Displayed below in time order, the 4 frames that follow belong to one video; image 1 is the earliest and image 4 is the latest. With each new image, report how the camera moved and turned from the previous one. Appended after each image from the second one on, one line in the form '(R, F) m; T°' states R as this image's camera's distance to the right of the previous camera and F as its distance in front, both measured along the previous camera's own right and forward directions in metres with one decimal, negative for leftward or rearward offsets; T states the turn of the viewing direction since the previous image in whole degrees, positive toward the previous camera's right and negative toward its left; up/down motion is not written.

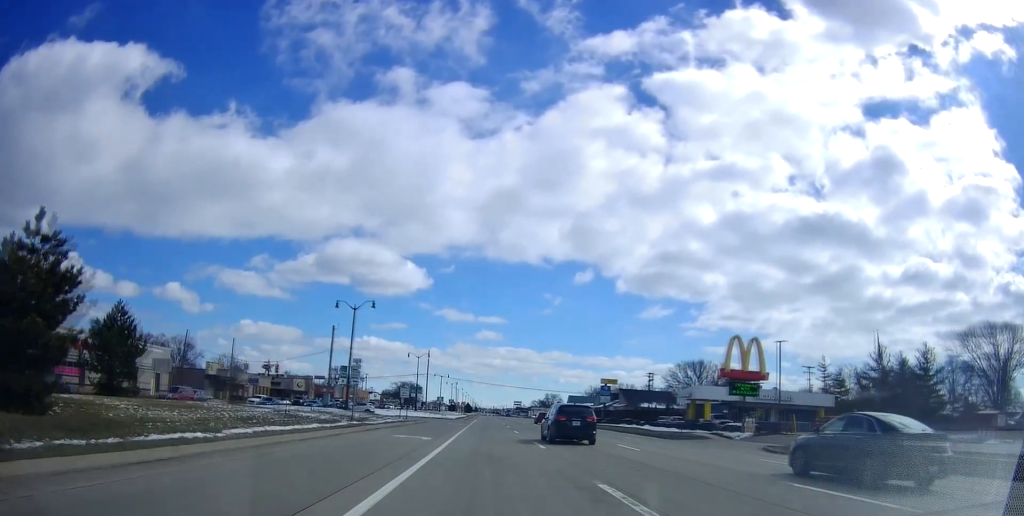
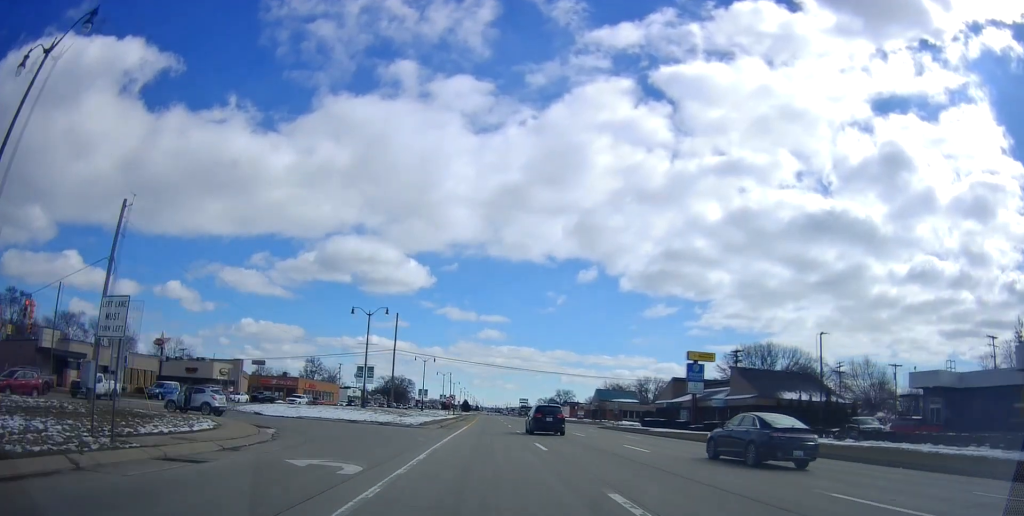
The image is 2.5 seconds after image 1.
(+0.7, +47.7) m; +1°
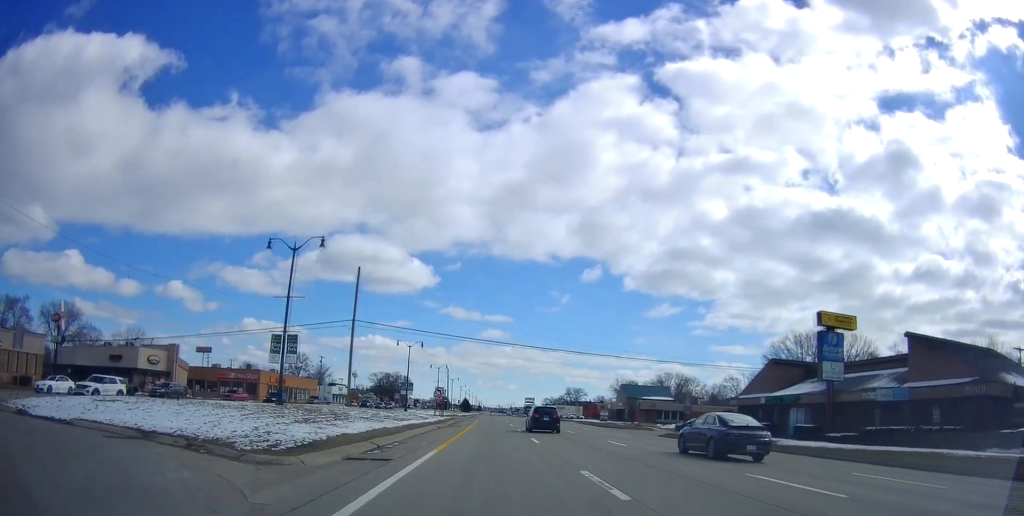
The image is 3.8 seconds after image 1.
(-0.4, +26.6) m; -1°
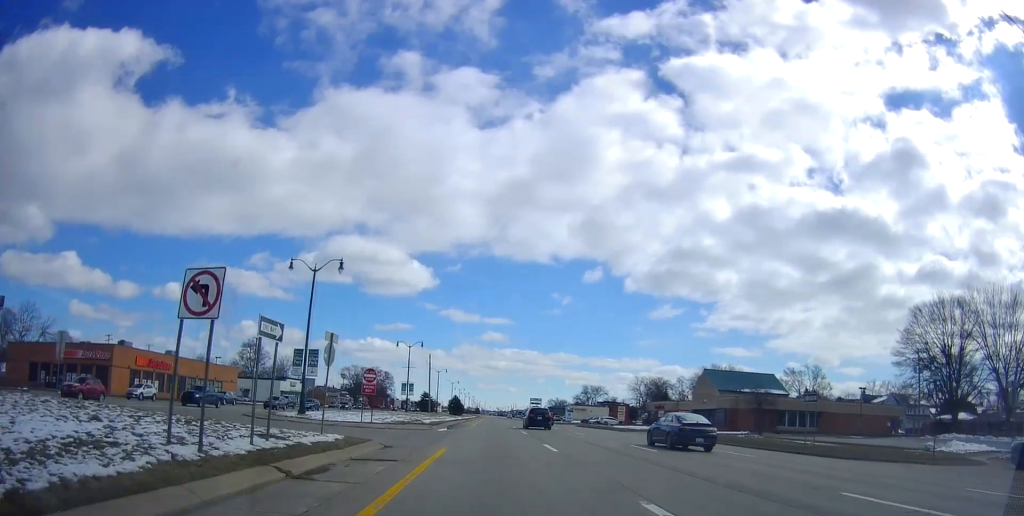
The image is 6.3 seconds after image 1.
(+0.2, +50.9) m; -1°
